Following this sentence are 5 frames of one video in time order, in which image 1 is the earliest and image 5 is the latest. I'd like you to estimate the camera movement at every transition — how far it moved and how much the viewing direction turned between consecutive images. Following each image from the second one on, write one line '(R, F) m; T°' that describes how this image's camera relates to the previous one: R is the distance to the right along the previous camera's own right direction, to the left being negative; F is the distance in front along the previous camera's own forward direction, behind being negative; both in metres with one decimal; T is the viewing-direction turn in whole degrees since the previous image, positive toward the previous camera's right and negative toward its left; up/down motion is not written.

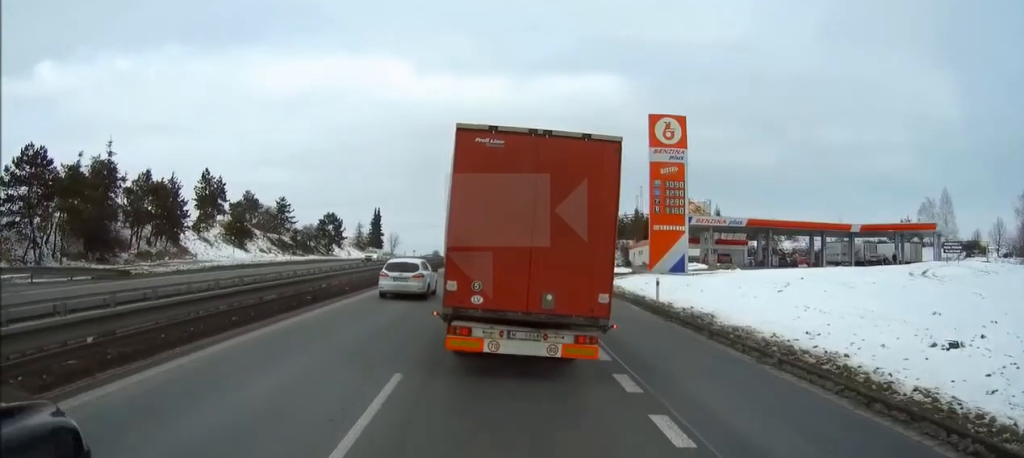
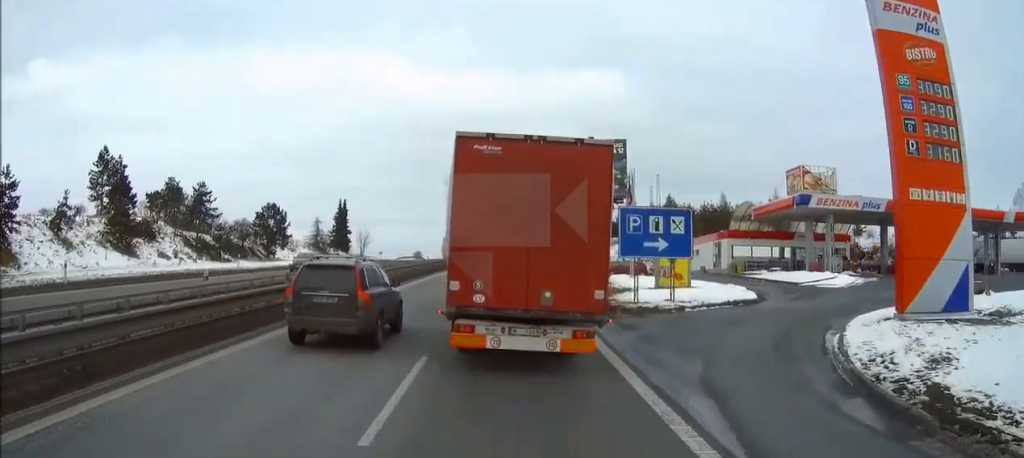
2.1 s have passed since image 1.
(0.0, +34.4) m; 0°
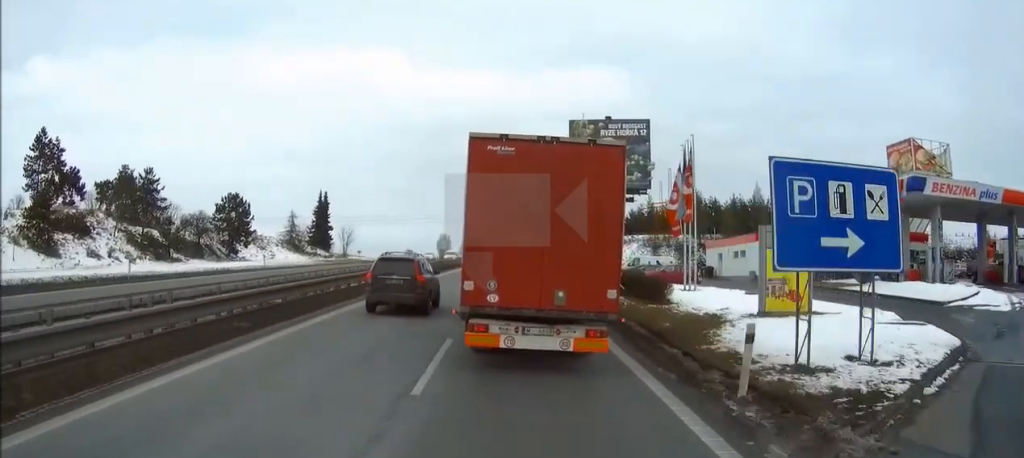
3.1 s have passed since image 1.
(+0.1, +15.7) m; +1°
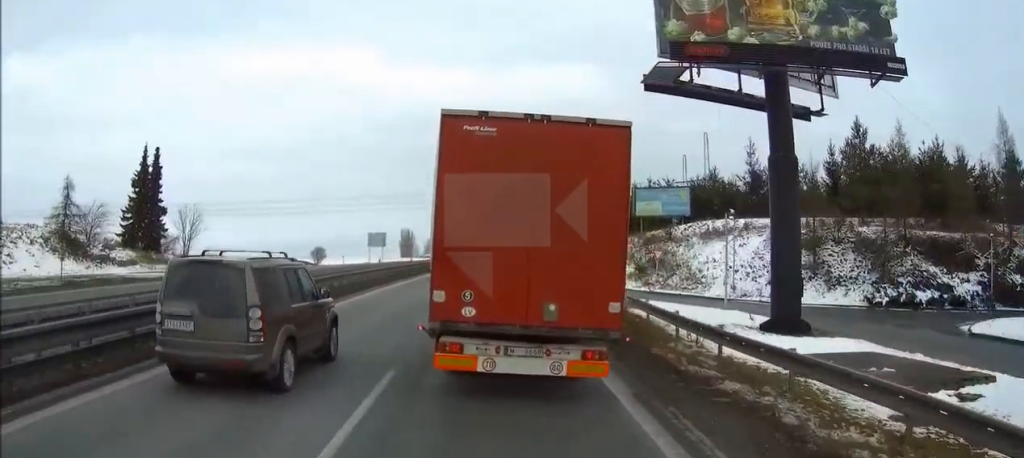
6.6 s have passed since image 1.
(-0.8, +58.4) m; -2°
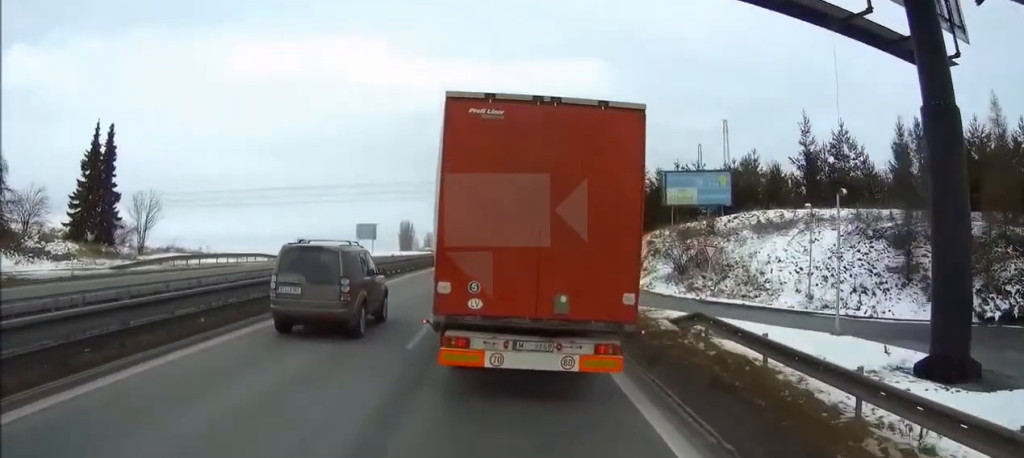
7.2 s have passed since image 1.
(+0.1, +10.8) m; 0°
